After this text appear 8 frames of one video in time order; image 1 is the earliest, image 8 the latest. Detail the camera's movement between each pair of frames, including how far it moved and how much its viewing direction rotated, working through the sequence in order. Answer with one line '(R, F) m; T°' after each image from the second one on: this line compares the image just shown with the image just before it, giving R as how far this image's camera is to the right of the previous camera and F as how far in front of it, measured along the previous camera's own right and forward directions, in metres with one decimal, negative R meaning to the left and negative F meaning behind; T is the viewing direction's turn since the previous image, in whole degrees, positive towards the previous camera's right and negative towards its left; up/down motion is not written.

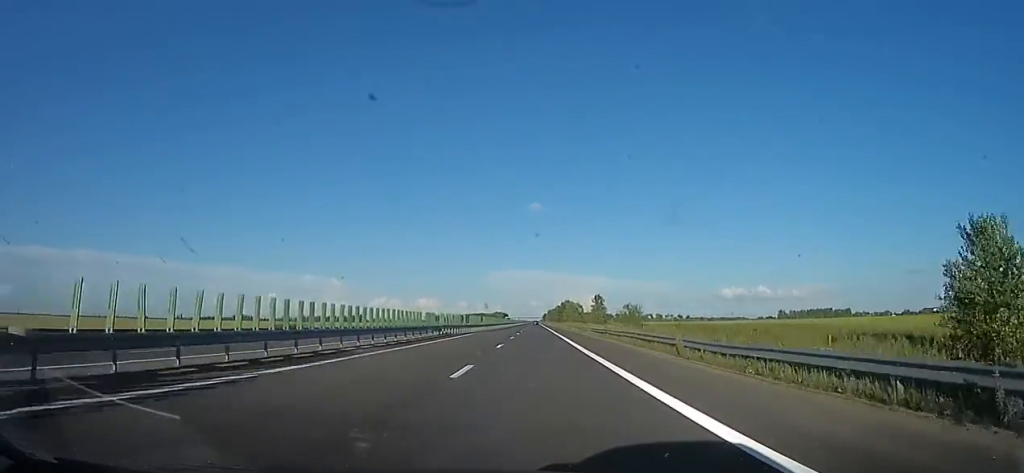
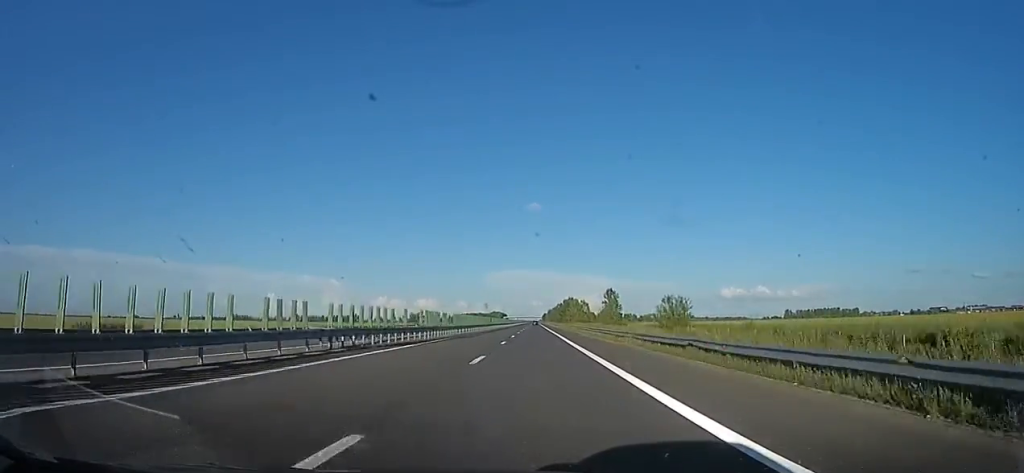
(-0.4, +21.5) m; -1°
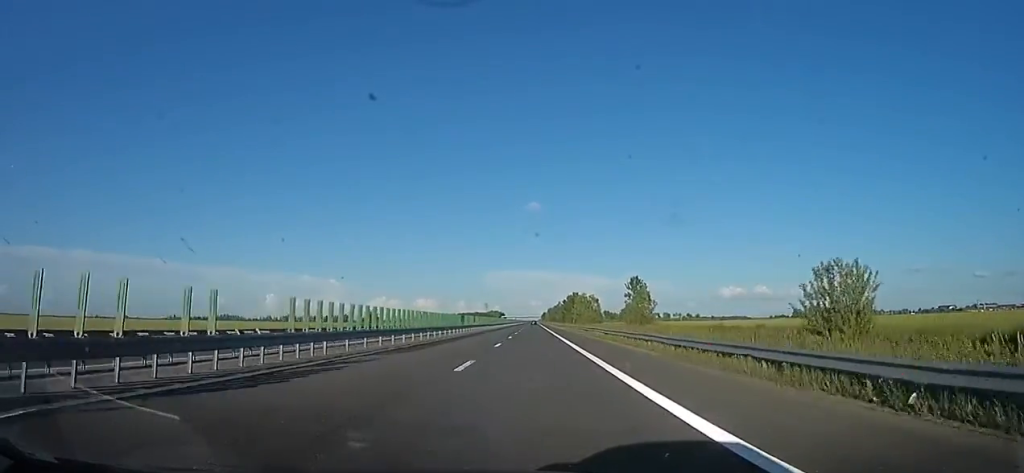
(-0.1, +26.3) m; +2°
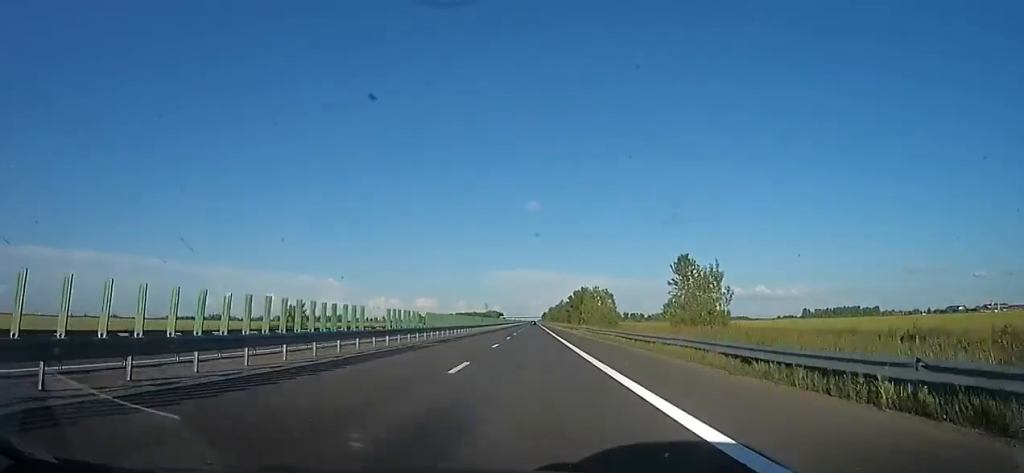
(+0.7, +24.5) m; 0°
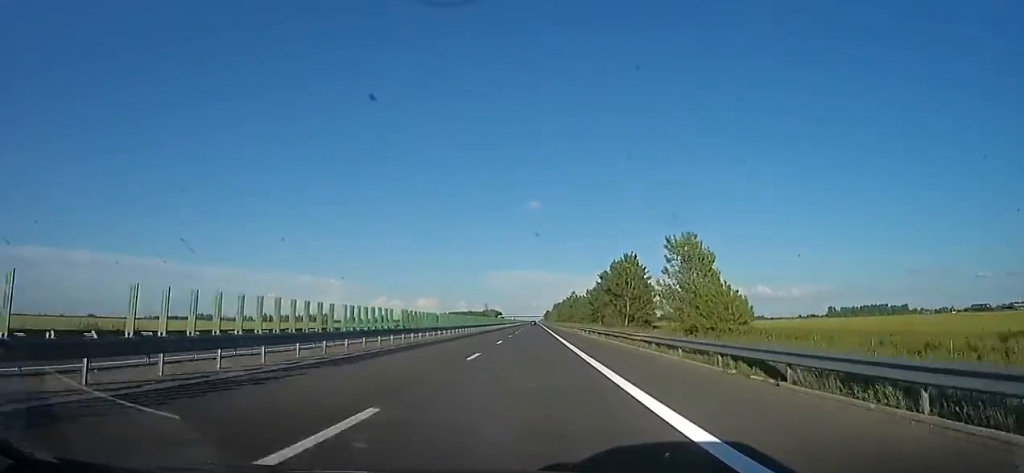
(-0.8, +57.0) m; -1°
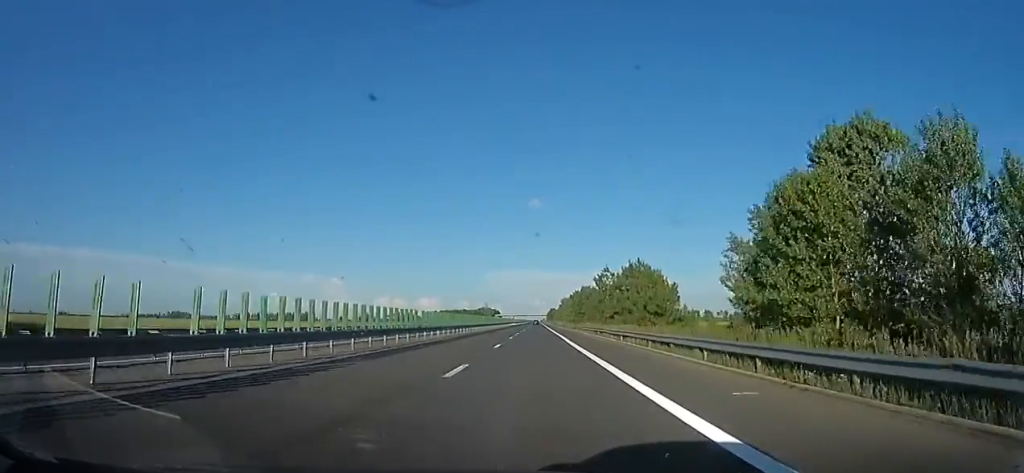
(+1.3, +65.9) m; 0°
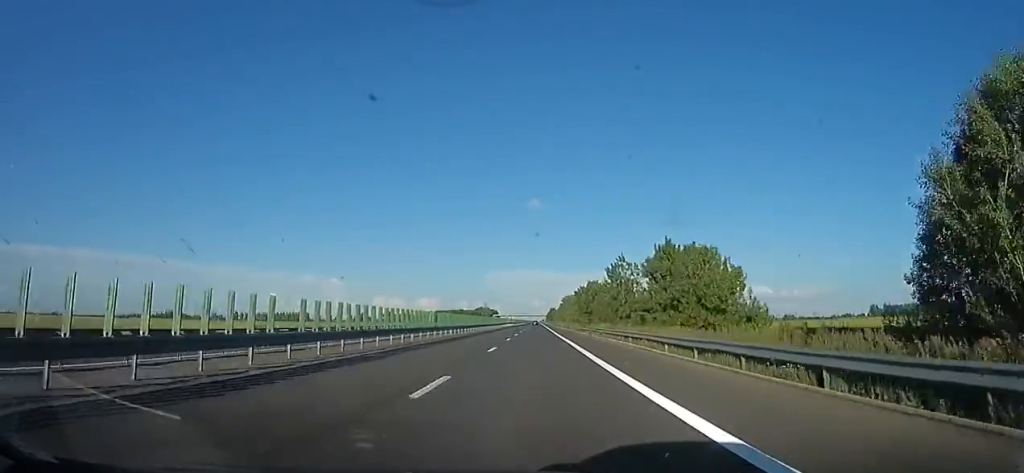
(-0.2, +15.0) m; 0°
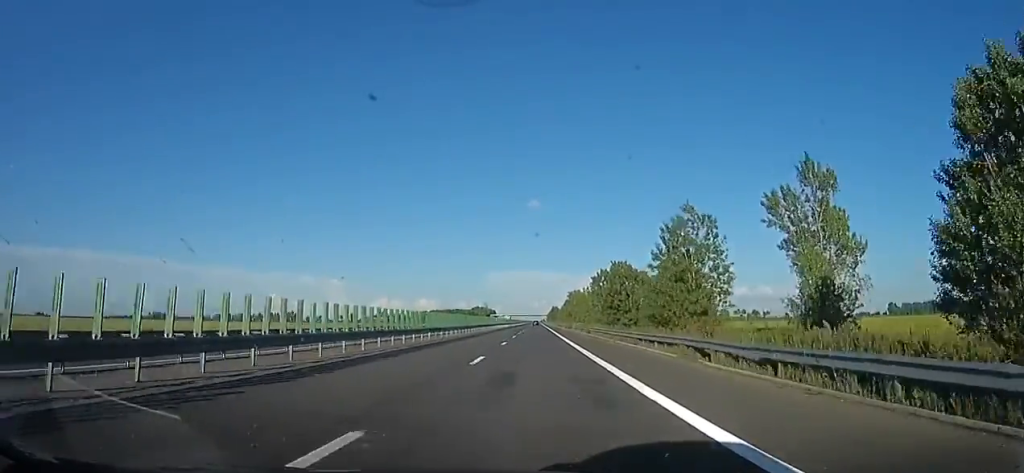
(-0.3, +30.0) m; +1°
